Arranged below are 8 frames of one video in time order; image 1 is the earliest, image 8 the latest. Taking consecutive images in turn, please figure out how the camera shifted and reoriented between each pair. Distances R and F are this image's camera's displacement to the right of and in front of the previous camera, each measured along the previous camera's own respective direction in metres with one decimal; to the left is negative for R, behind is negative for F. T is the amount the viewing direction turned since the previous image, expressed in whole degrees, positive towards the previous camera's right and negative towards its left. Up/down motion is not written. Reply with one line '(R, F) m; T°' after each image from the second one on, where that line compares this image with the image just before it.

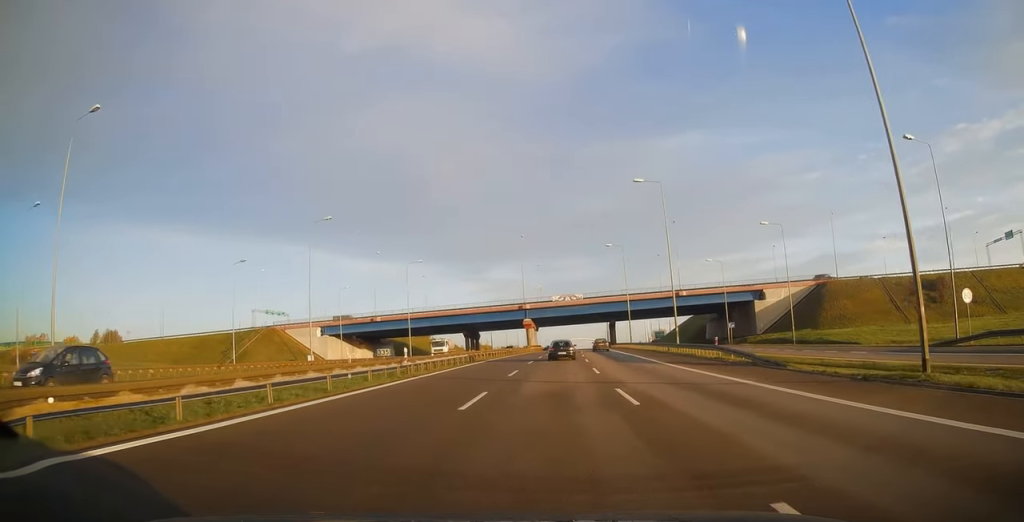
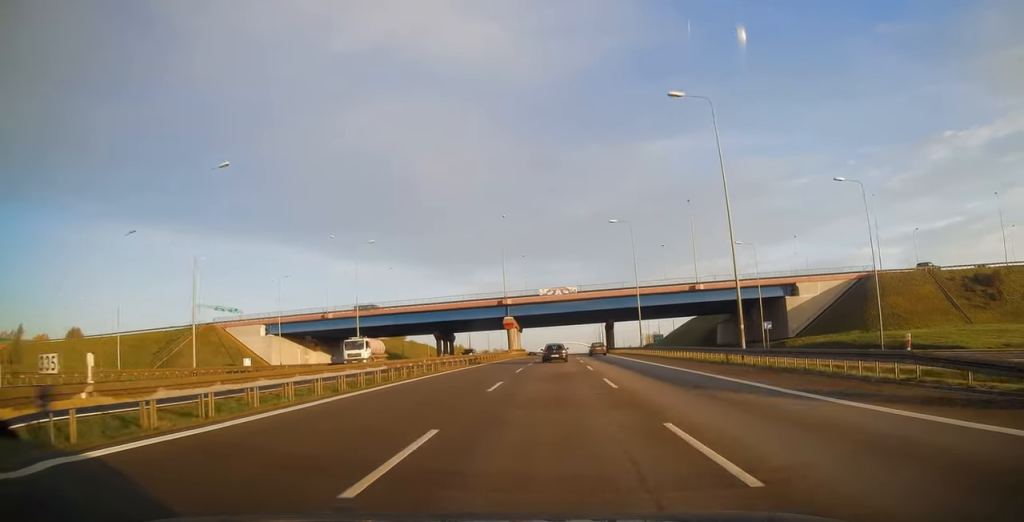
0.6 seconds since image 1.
(+0.2, +18.9) m; +1°
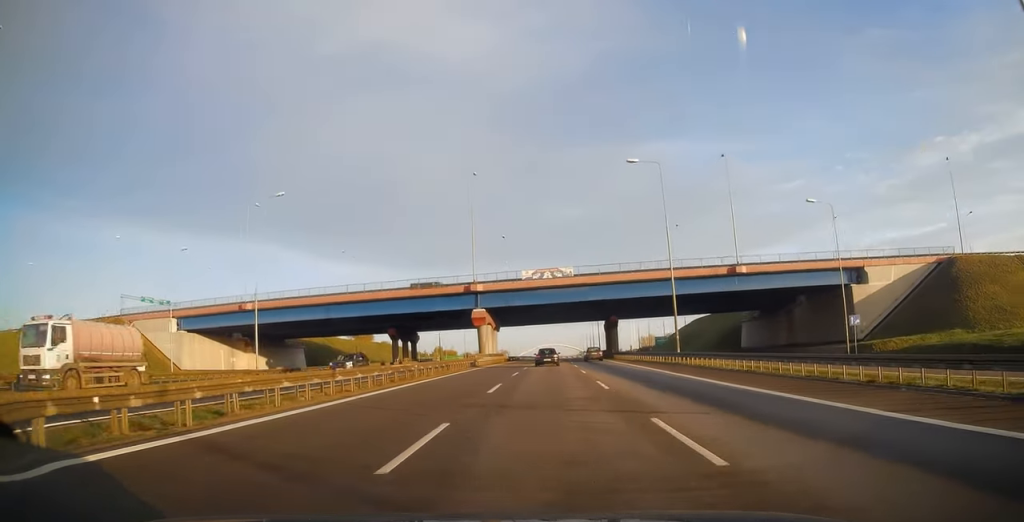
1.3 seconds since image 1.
(+0.3, +22.6) m; +1°
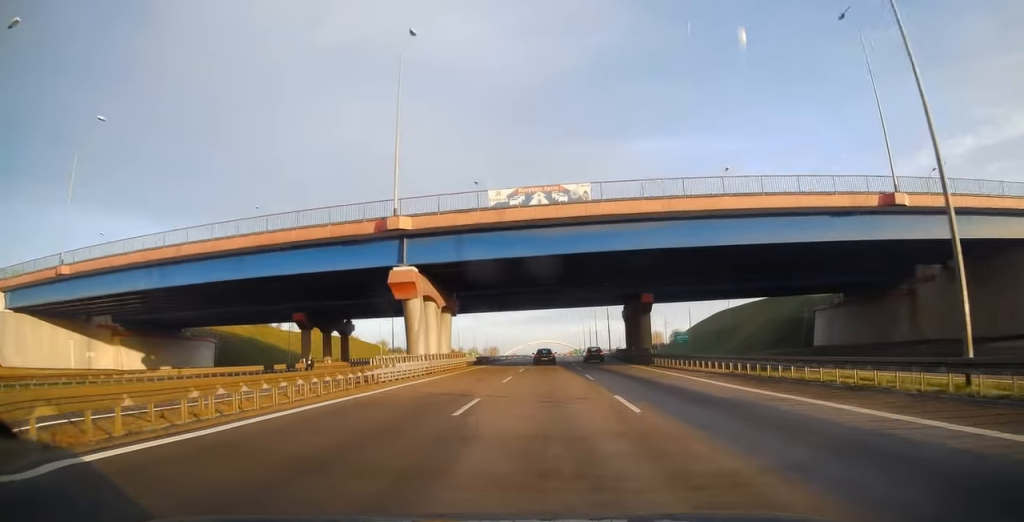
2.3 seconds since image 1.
(+0.3, +30.0) m; +1°
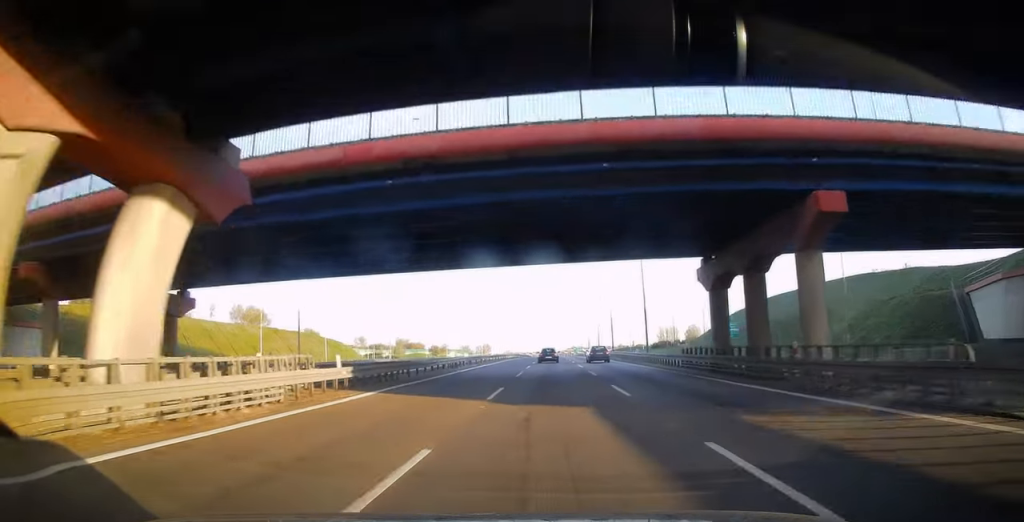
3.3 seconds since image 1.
(+0.2, +32.3) m; +1°
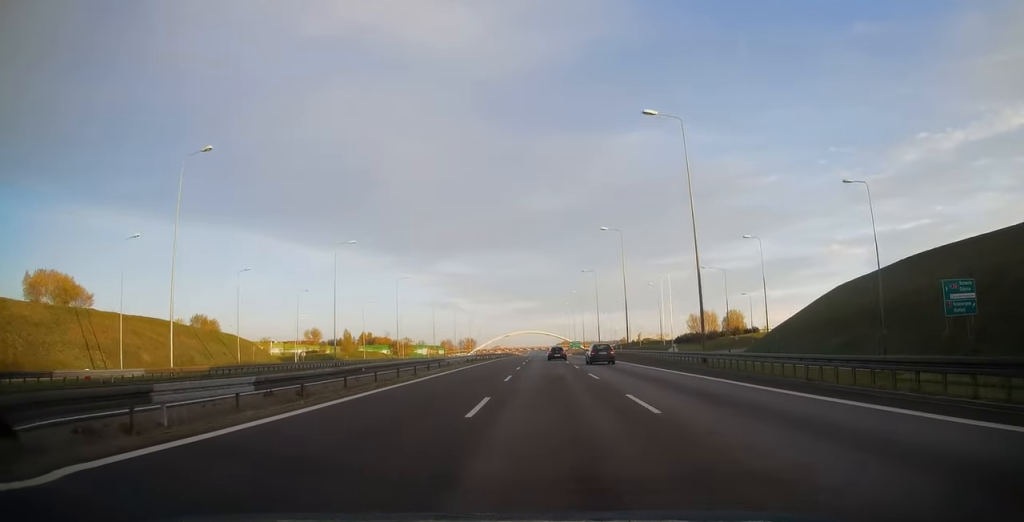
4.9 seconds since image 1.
(+0.6, +51.7) m; +1°
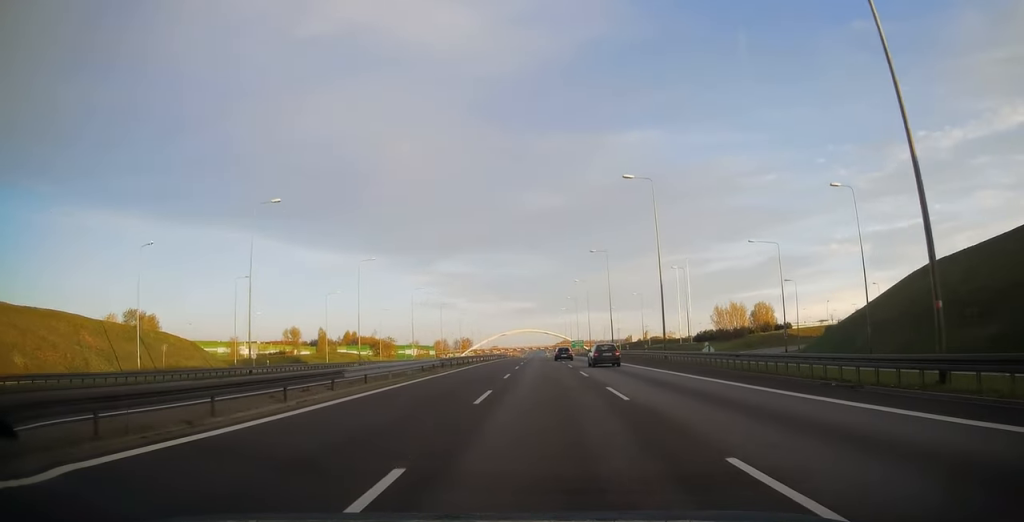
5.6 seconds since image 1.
(+0.1, +20.9) m; 0°
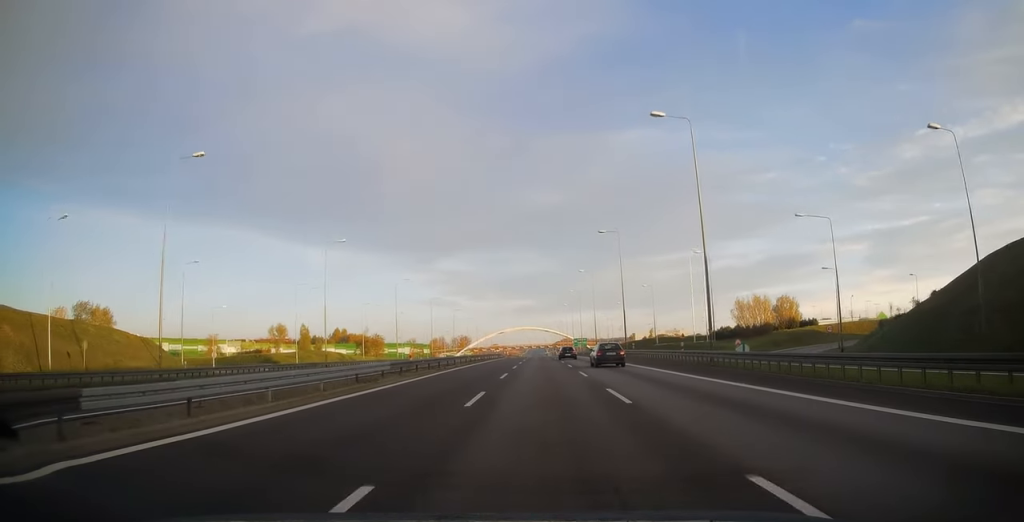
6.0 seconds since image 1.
(0.0, +12.8) m; 0°
